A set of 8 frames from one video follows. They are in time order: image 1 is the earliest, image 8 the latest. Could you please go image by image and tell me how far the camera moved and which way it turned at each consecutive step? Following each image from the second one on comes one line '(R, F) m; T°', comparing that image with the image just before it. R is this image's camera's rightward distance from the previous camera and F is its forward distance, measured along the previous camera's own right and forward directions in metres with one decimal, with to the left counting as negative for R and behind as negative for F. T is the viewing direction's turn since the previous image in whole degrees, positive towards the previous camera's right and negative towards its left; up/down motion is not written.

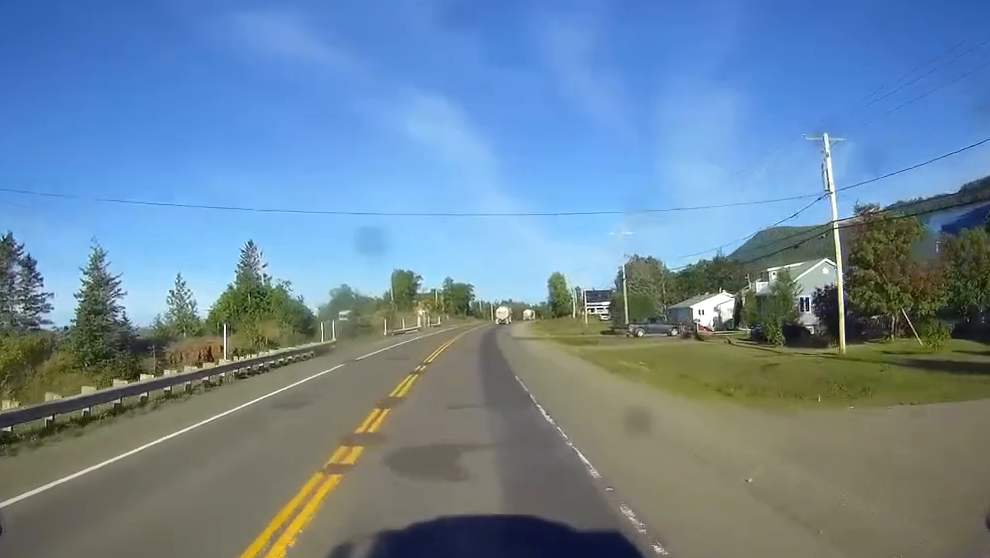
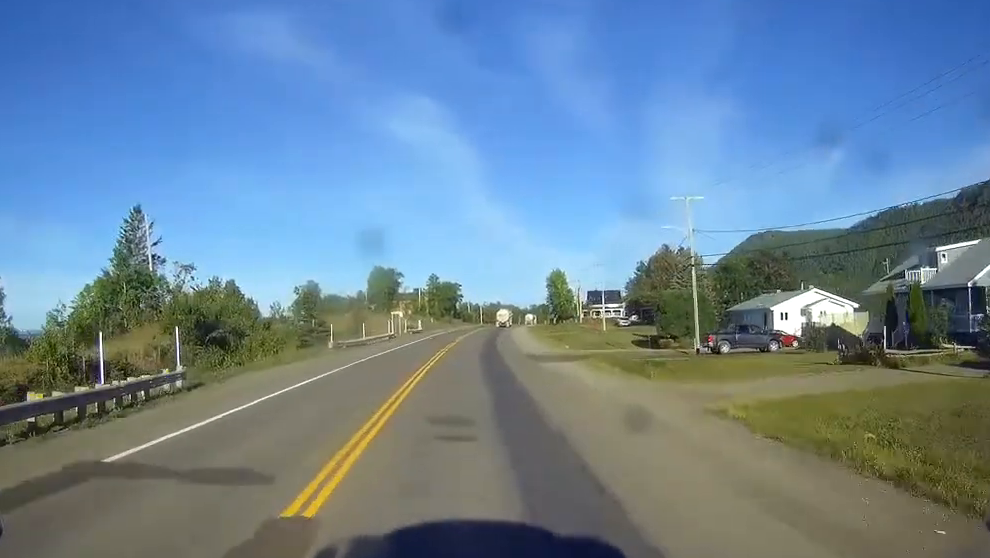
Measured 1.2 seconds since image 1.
(+0.3, +31.1) m; +1°
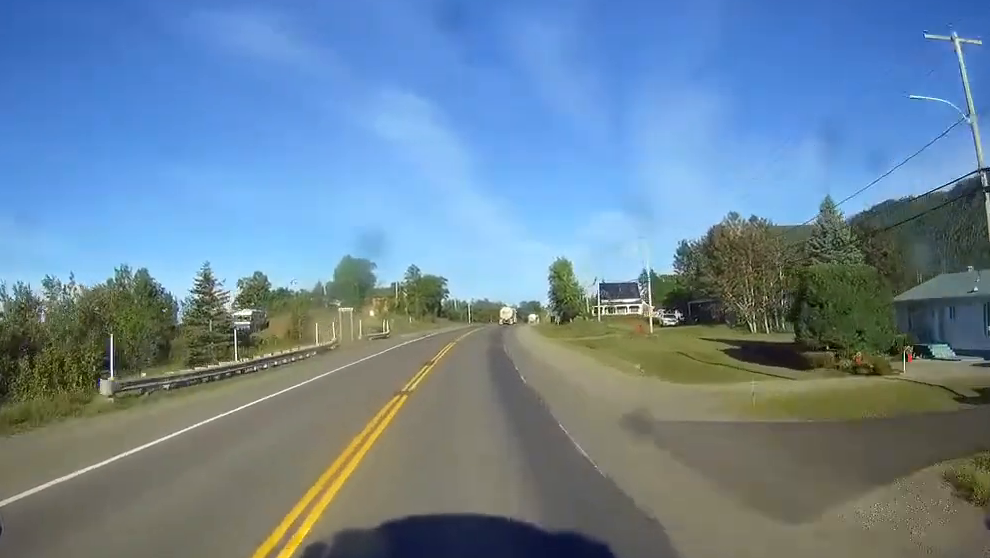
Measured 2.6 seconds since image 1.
(+0.5, +37.6) m; +1°
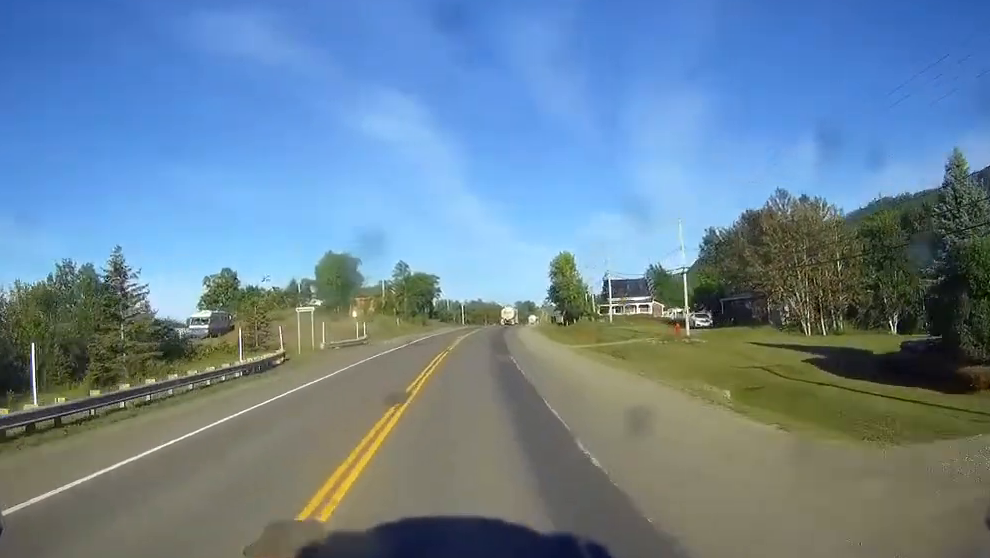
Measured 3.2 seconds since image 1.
(0.0, +16.2) m; +1°
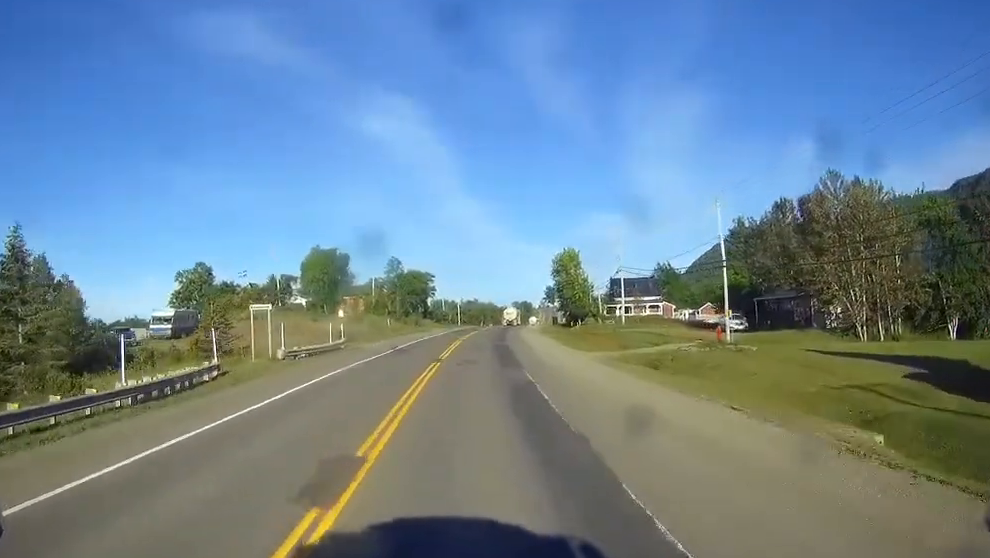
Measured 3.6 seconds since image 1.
(+0.1, +11.7) m; 0°
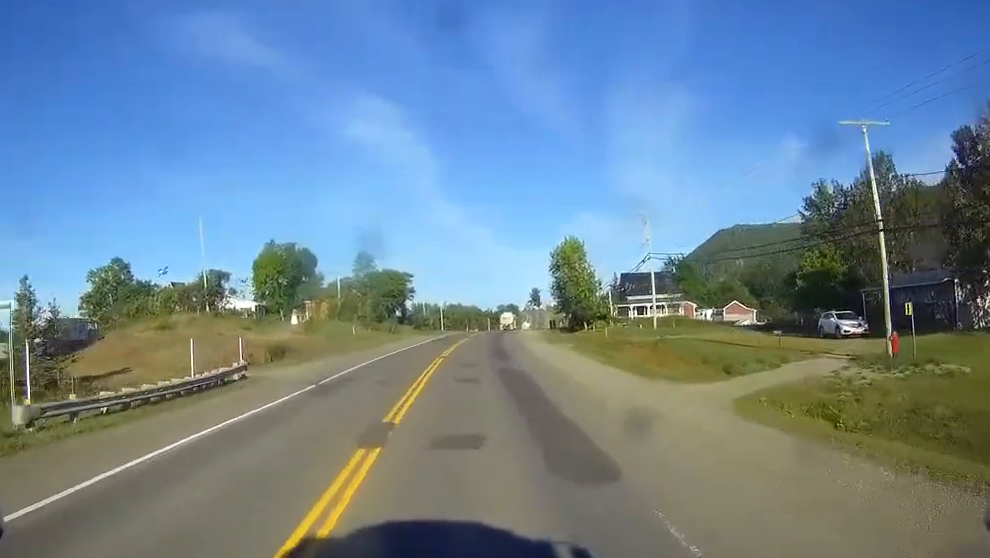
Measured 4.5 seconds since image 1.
(+0.2, +25.4) m; +1°
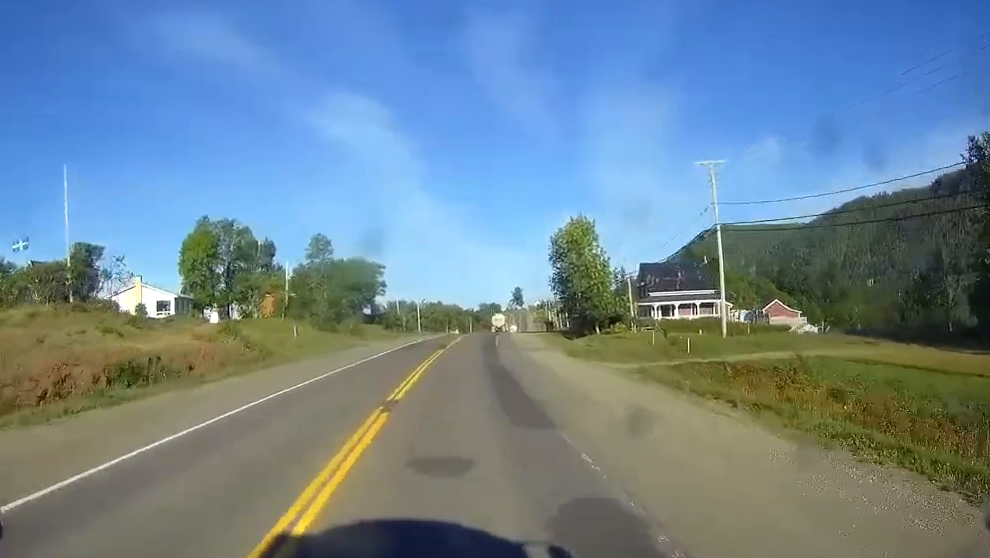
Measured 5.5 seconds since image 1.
(+0.2, +27.3) m; +1°
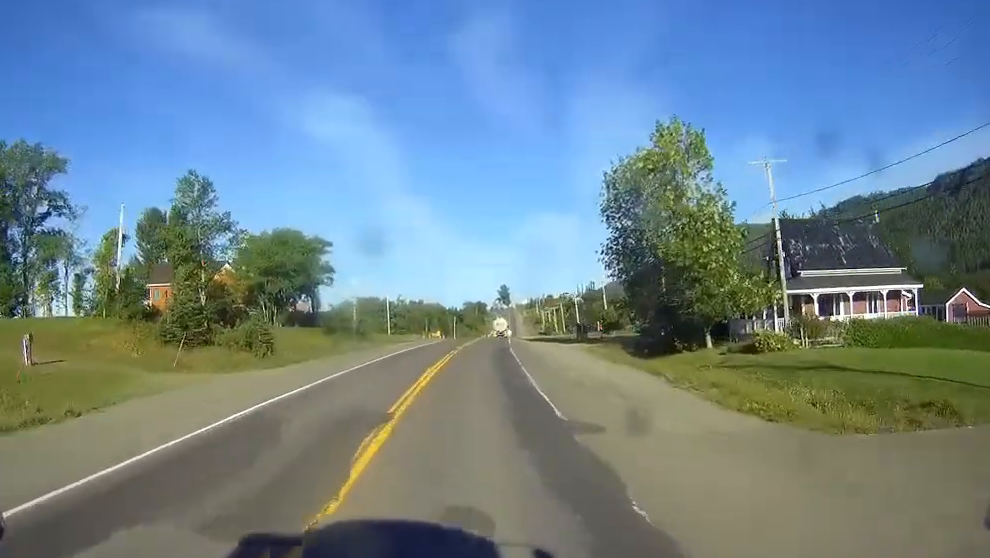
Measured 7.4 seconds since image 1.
(+0.8, +50.2) m; +2°
